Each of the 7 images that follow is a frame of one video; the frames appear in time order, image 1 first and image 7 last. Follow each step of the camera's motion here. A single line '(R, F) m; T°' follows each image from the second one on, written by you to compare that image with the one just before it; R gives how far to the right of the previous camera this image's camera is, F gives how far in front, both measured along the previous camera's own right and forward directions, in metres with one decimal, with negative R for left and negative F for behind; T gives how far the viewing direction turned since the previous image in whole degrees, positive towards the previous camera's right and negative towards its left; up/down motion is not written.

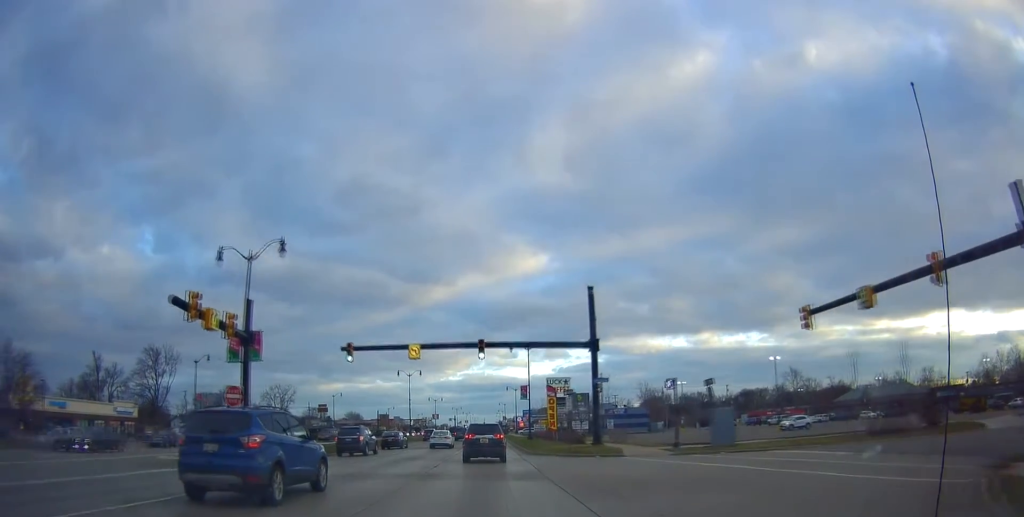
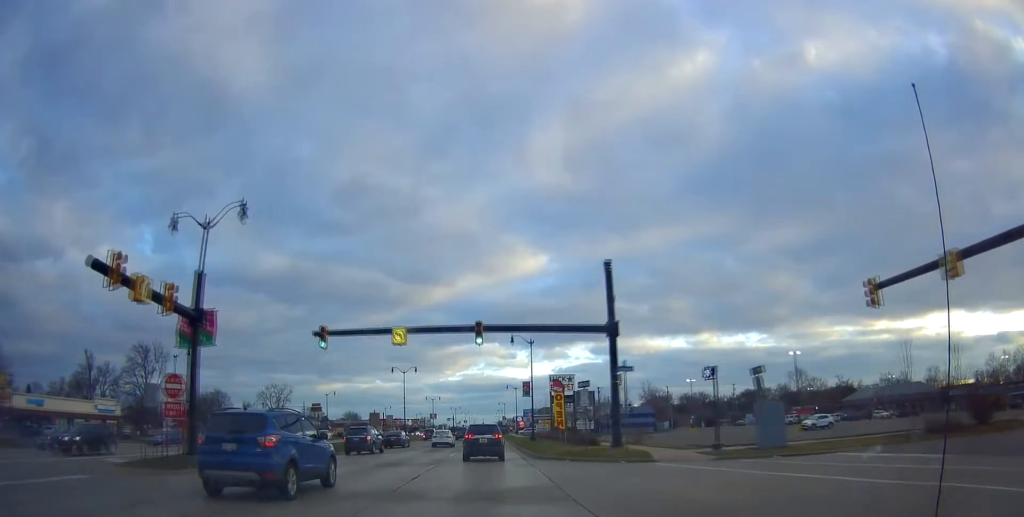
(0.0, +5.0) m; 0°
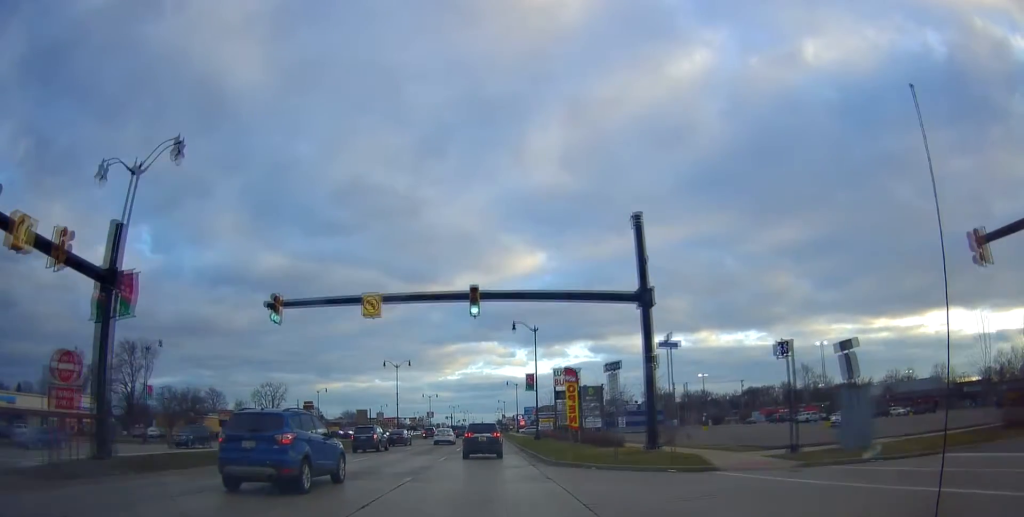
(0.0, +6.0) m; 0°
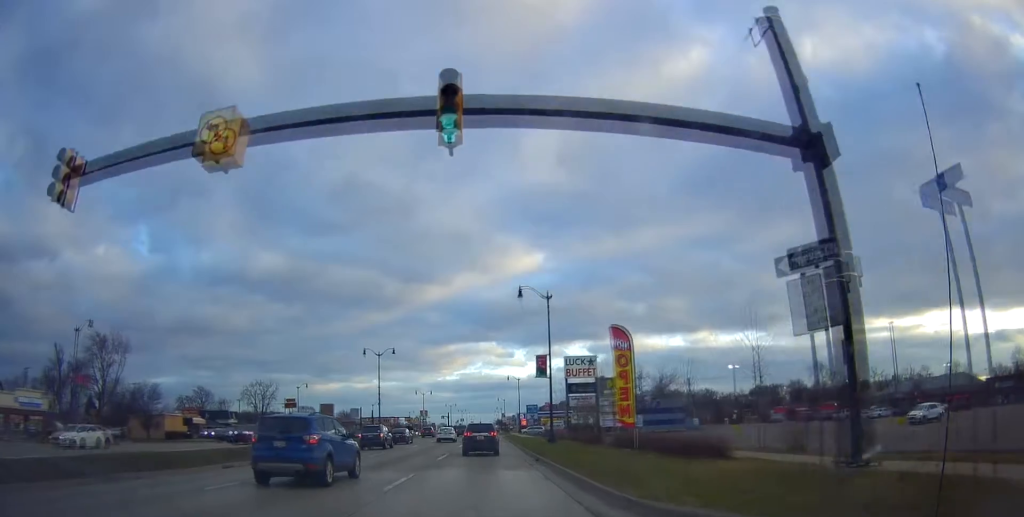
(0.0, +12.4) m; -2°
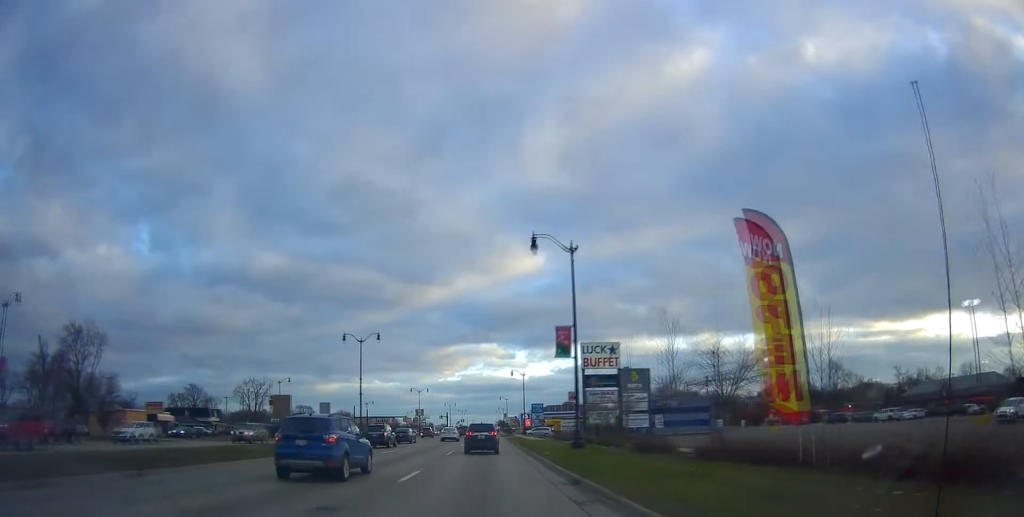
(-0.3, +10.8) m; 0°
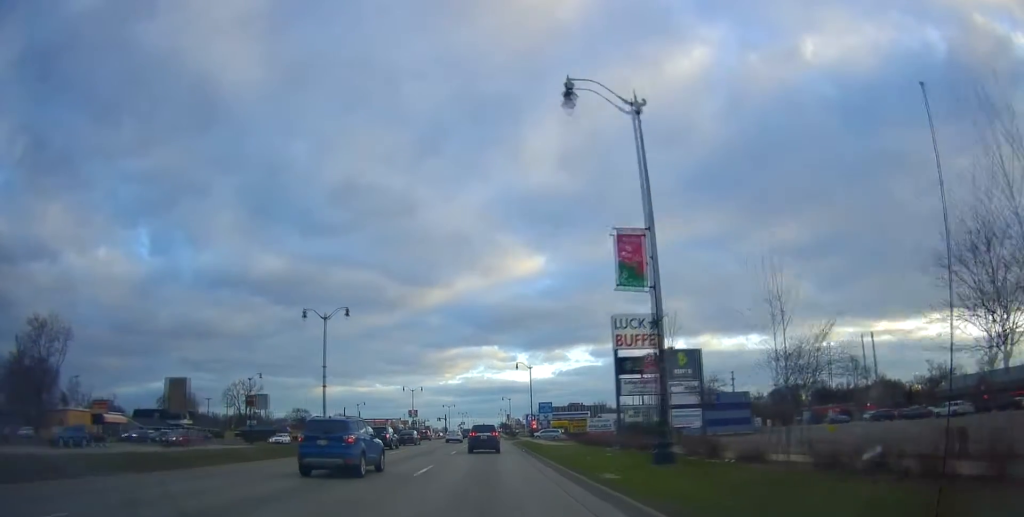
(+0.3, +13.6) m; -1°
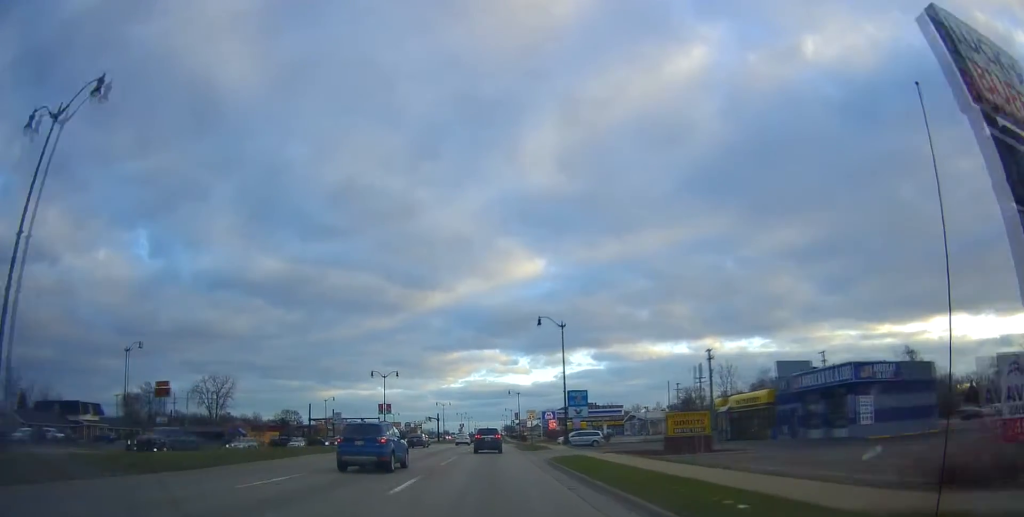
(+0.4, +34.2) m; +3°
